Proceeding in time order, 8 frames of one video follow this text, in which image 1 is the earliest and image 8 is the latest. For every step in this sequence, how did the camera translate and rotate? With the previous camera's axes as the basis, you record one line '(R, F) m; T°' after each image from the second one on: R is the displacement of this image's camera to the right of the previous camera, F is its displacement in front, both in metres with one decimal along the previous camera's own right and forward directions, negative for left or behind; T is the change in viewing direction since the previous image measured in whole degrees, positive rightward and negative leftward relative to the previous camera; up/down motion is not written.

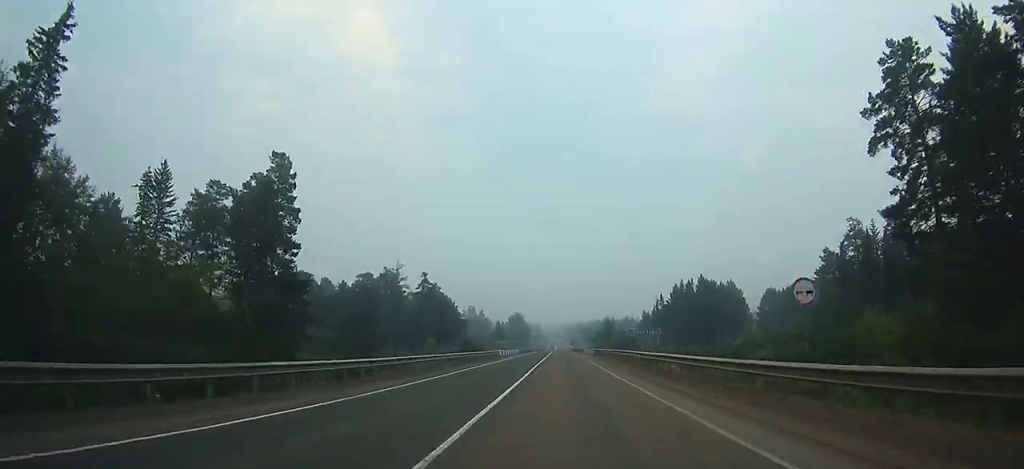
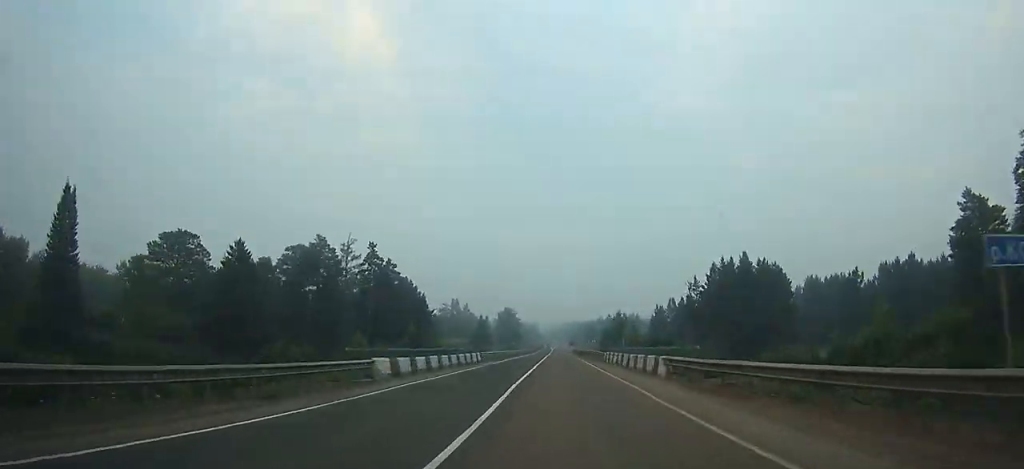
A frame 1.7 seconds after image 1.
(0.0, +45.4) m; 0°
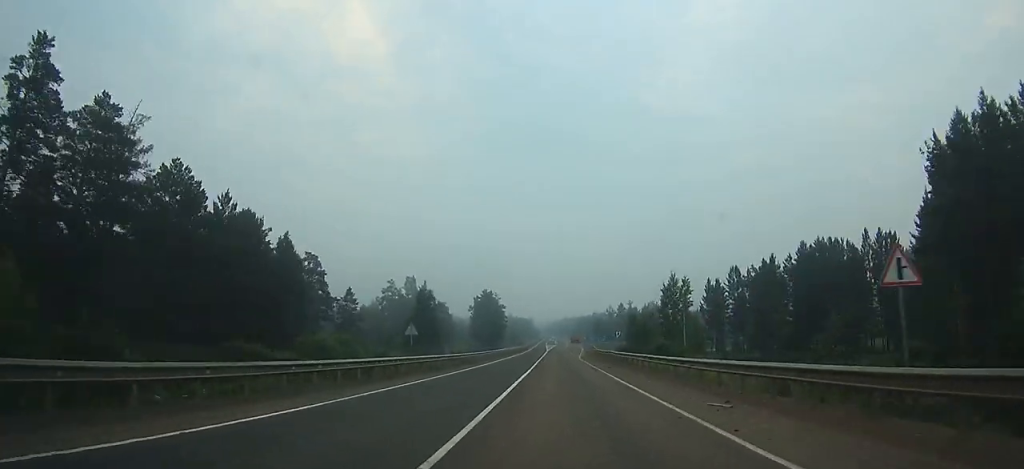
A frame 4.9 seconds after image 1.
(+0.1, +83.1) m; 0°
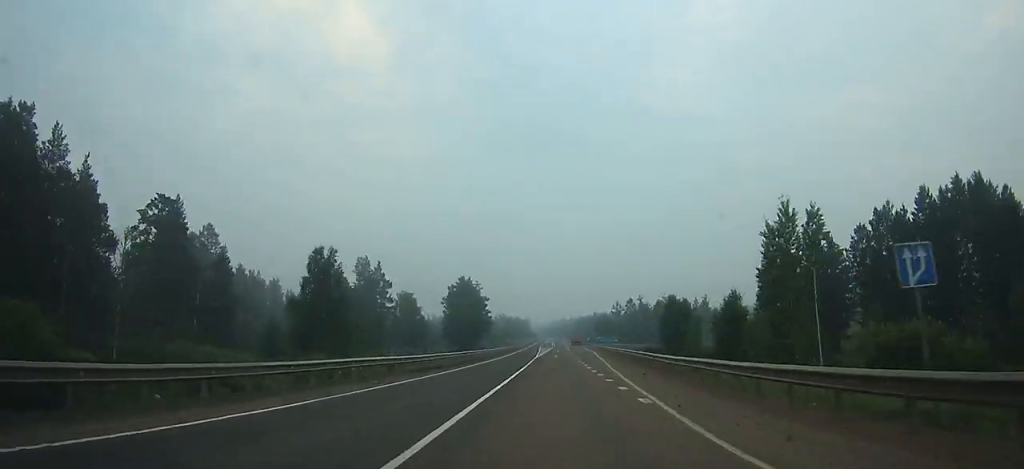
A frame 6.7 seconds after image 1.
(0.0, +45.8) m; 0°
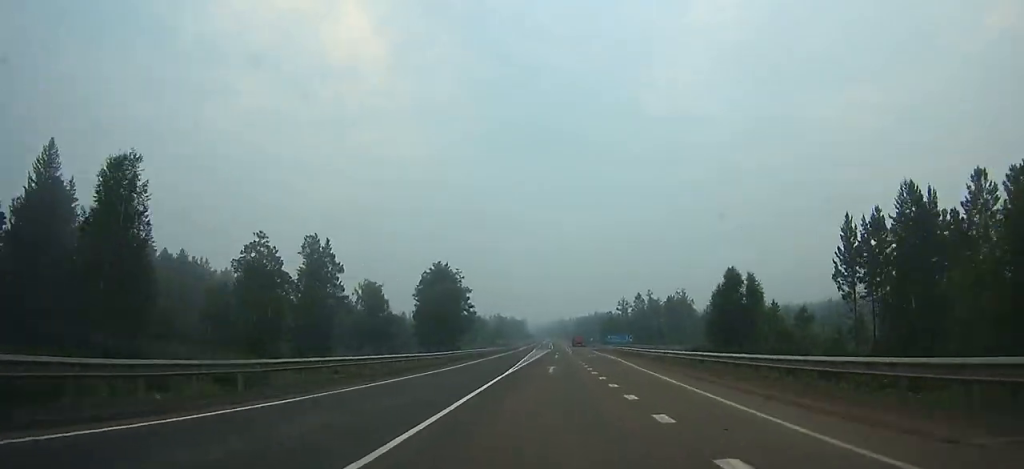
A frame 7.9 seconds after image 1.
(+0.1, +30.6) m; 0°
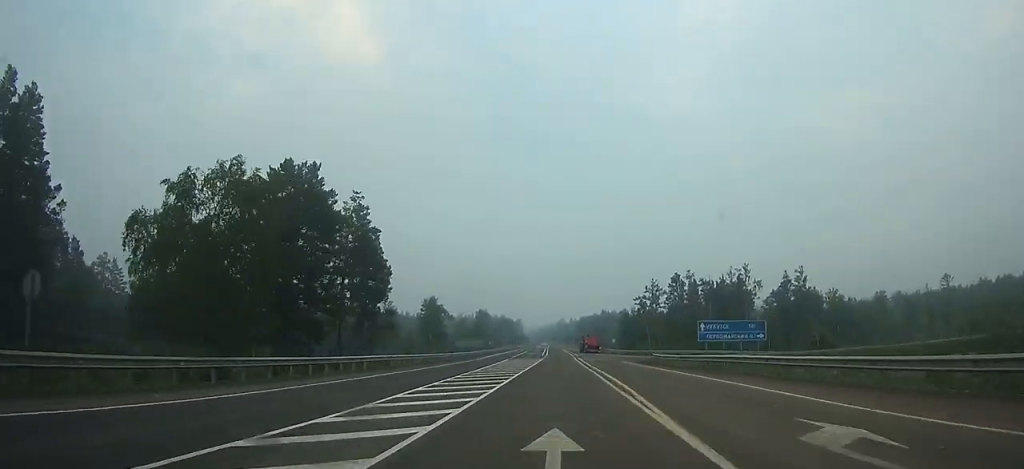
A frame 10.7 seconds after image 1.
(+0.2, +73.1) m; 0°
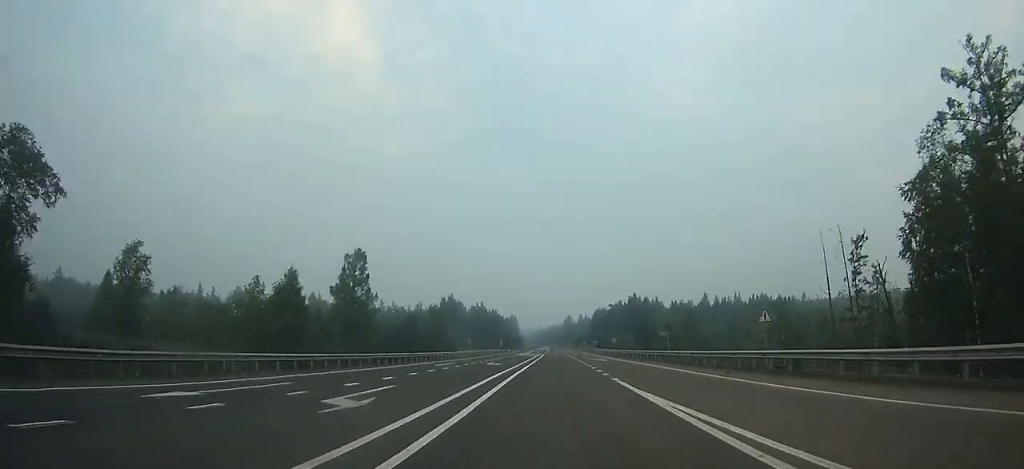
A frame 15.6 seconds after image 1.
(-0.4, +132.9) m; -1°
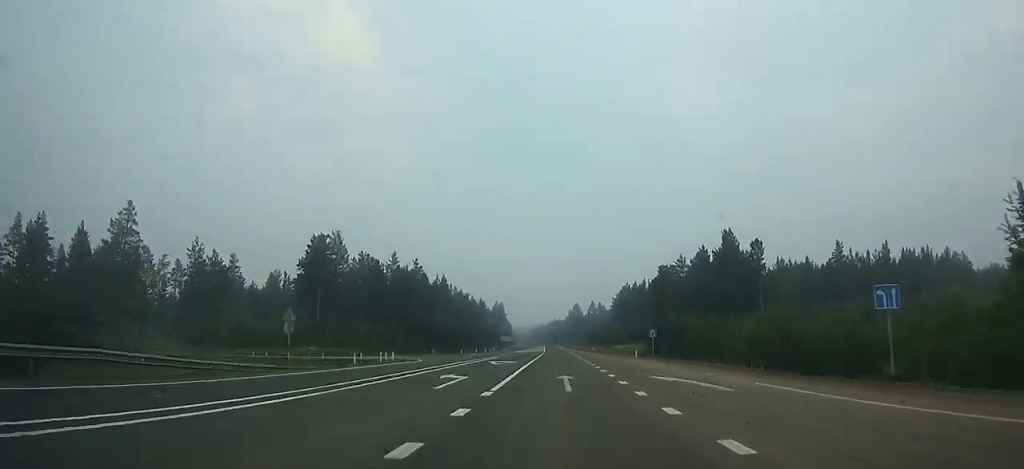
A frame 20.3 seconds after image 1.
(-0.9, +124.5) m; -1°
